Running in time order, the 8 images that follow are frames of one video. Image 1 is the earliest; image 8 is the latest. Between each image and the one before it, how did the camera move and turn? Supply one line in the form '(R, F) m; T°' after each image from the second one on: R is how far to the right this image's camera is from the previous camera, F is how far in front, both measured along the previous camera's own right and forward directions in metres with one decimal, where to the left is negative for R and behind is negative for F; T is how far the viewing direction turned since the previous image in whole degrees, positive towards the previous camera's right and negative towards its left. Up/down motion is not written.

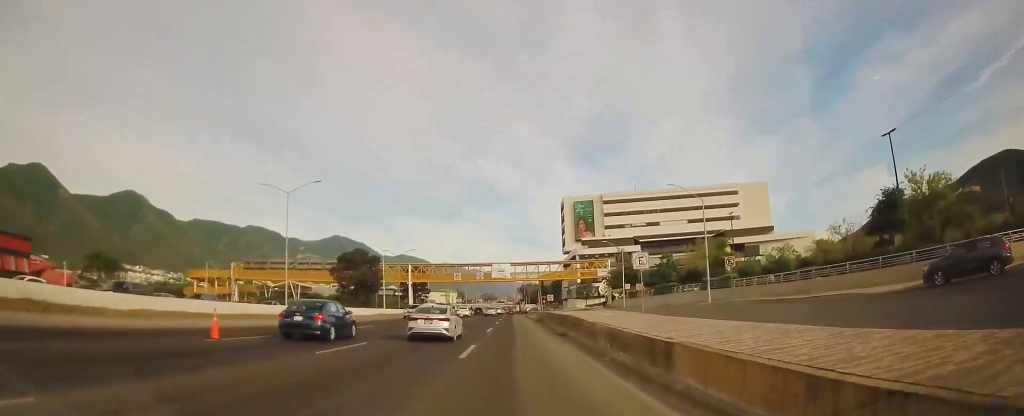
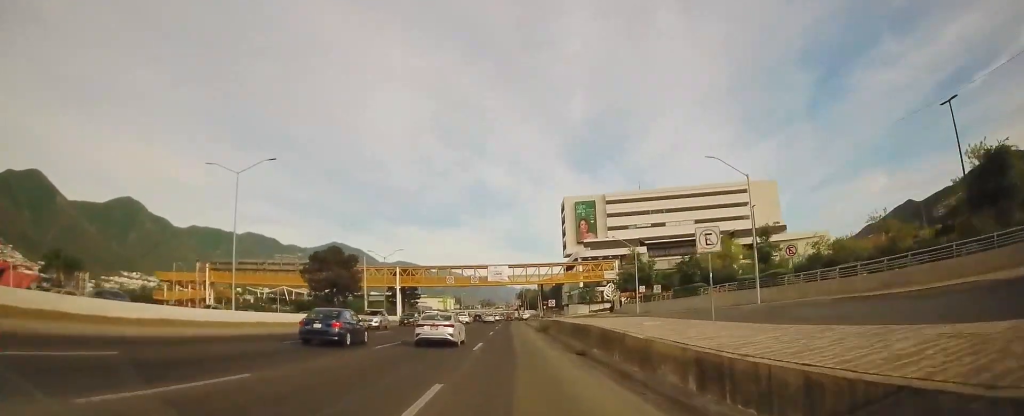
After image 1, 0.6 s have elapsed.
(+0.3, +9.3) m; -1°
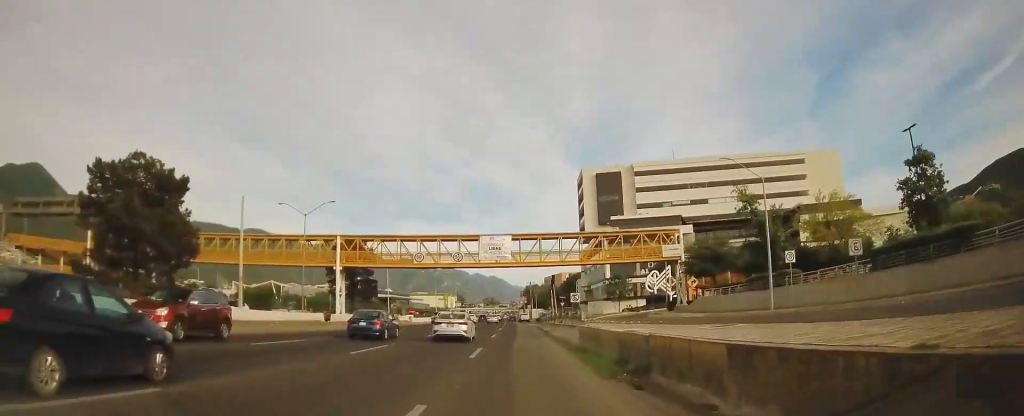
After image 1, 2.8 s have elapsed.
(-0.4, +34.8) m; 0°
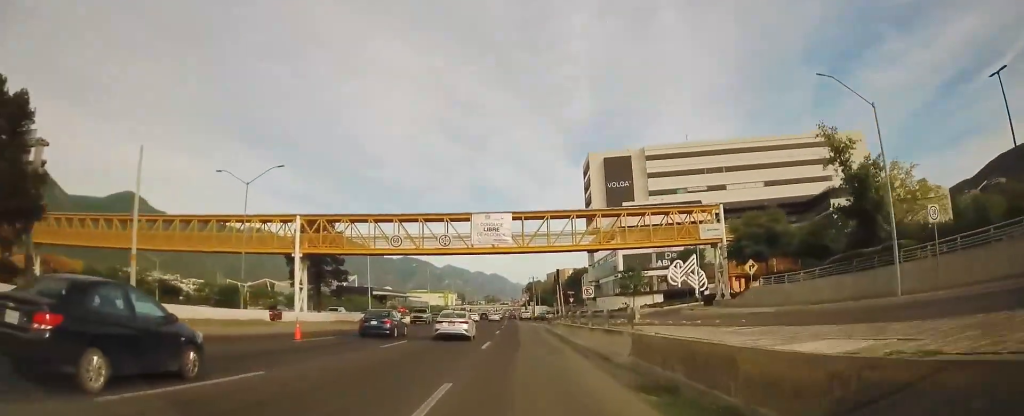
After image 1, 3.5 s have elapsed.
(0.0, +11.9) m; +1°
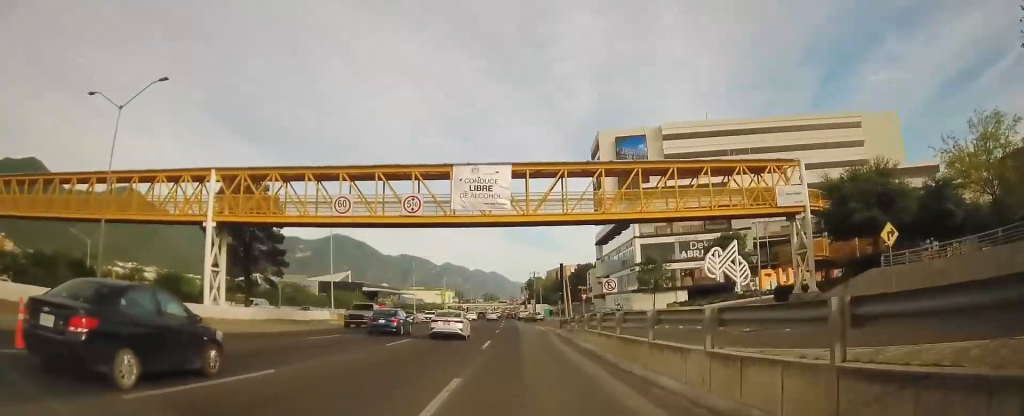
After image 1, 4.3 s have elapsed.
(+0.2, +14.5) m; +1°
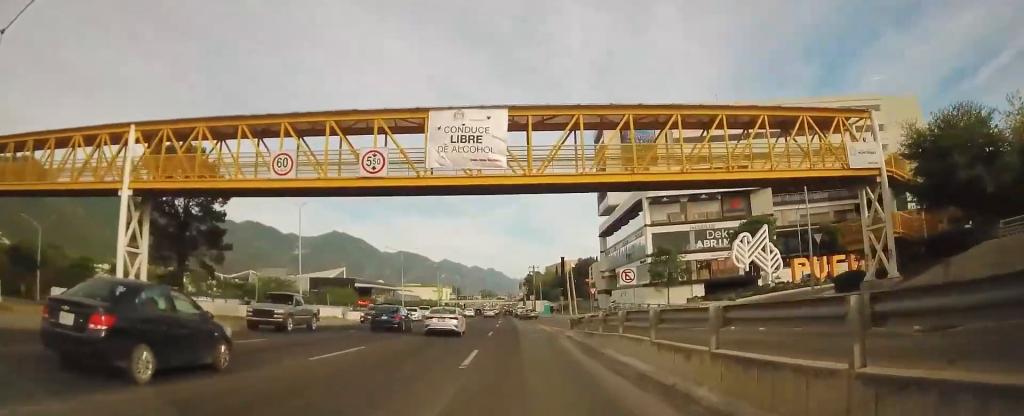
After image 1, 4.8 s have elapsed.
(+0.1, +8.2) m; 0°
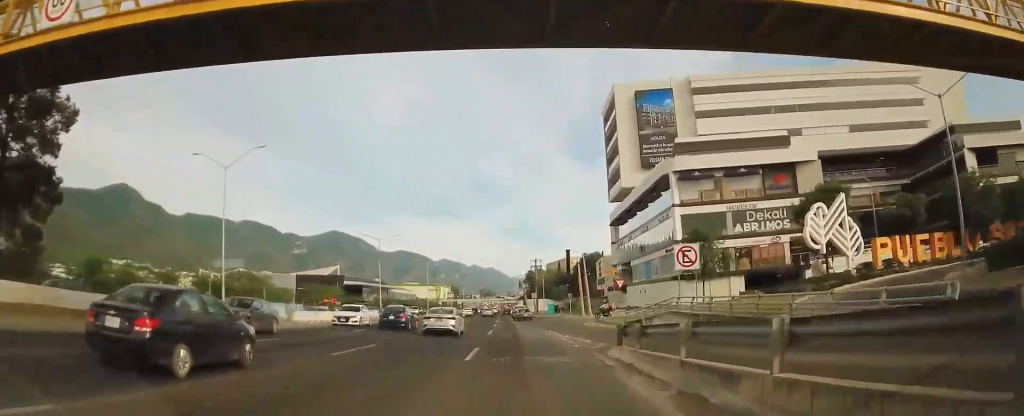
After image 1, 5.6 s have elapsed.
(-0.1, +13.2) m; 0°
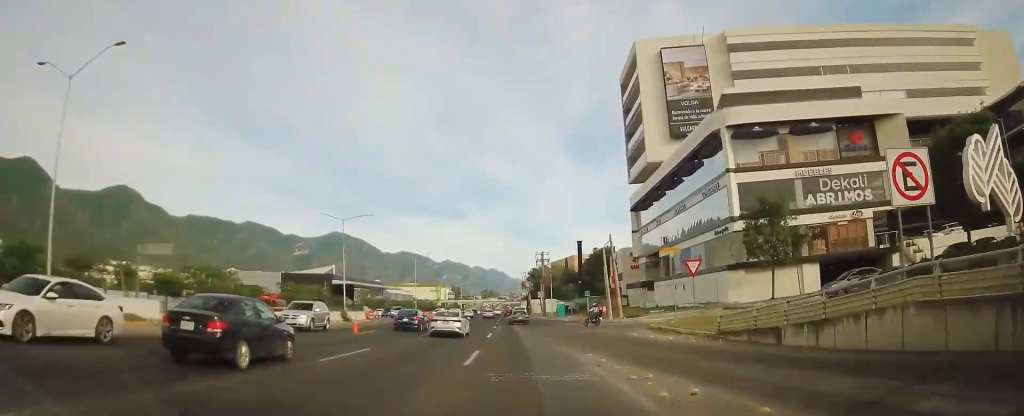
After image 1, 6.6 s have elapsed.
(0.0, +15.0) m; 0°
